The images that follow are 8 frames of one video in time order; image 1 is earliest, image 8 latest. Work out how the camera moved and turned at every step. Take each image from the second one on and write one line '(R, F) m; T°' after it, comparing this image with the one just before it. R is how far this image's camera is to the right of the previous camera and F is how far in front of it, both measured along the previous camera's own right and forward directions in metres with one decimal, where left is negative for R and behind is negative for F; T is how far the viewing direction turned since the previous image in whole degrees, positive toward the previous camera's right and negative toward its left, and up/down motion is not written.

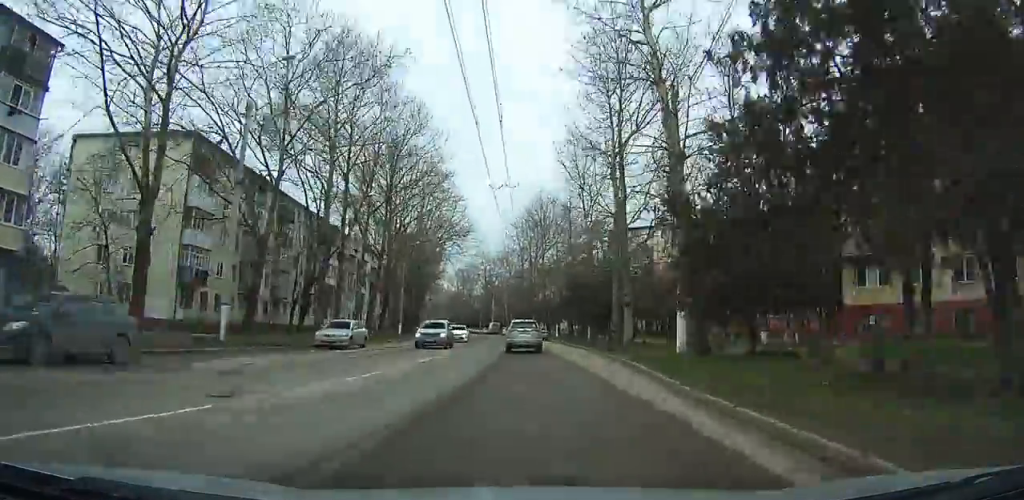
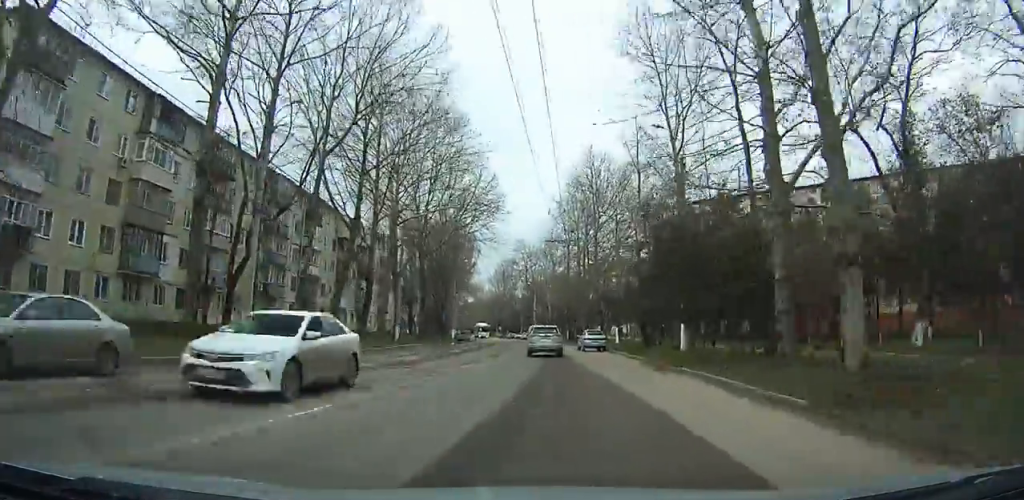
(-0.6, +22.3) m; -3°
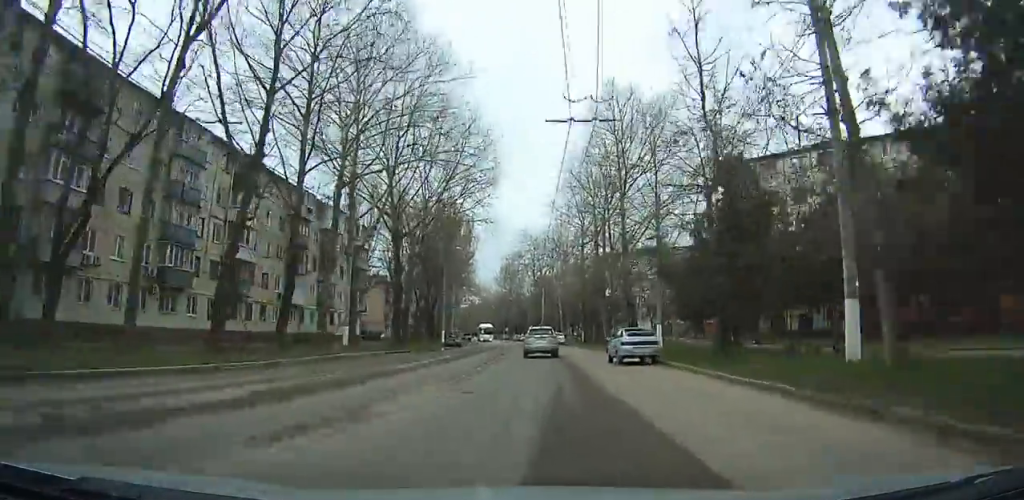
(-0.2, +16.2) m; -1°
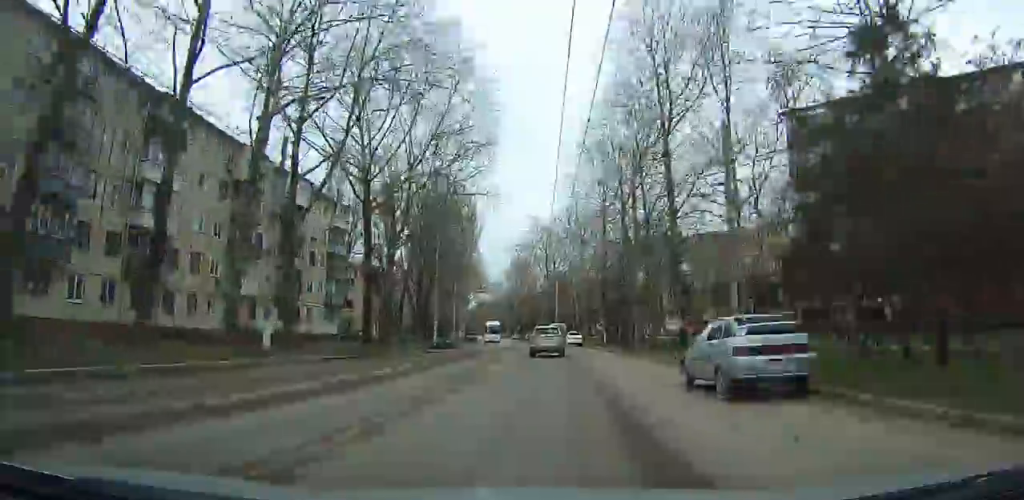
(-0.2, +12.6) m; -1°
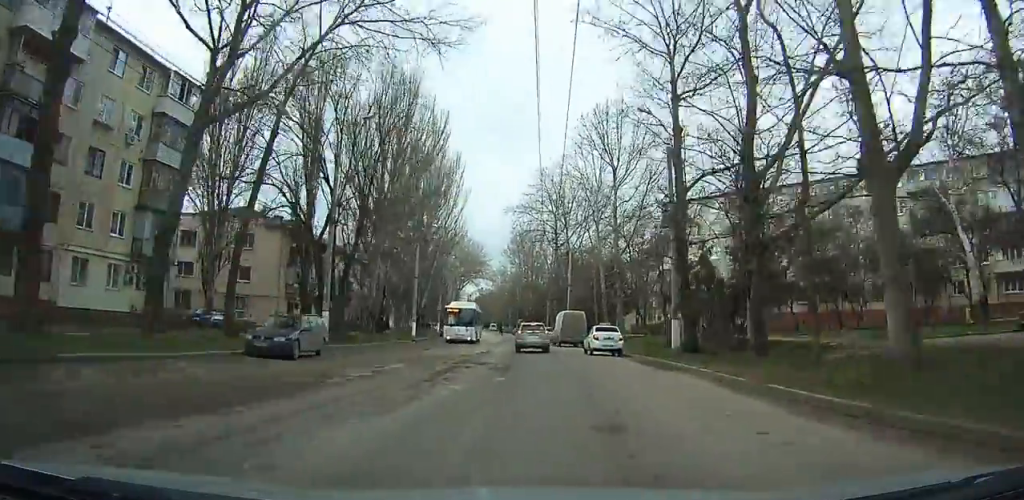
(-0.6, +31.0) m; -3°
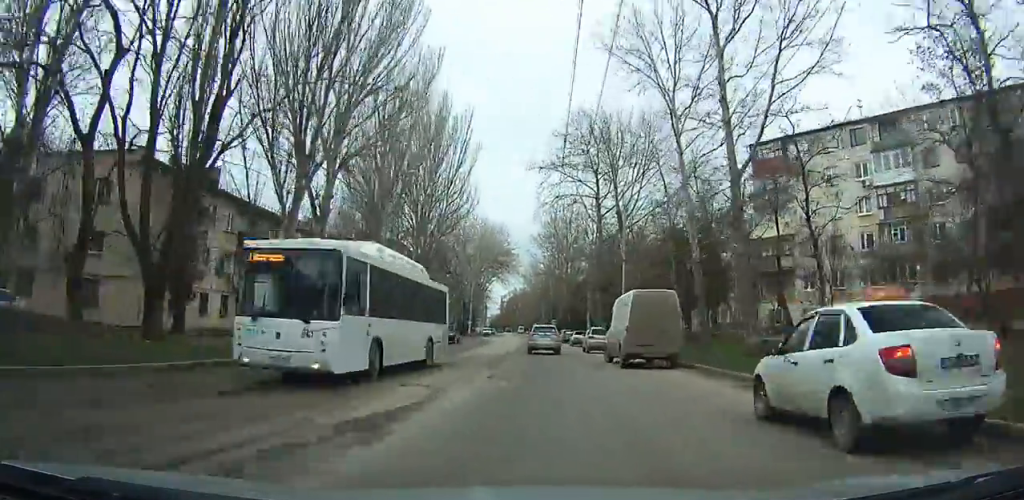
(-0.7, +23.2) m; -3°
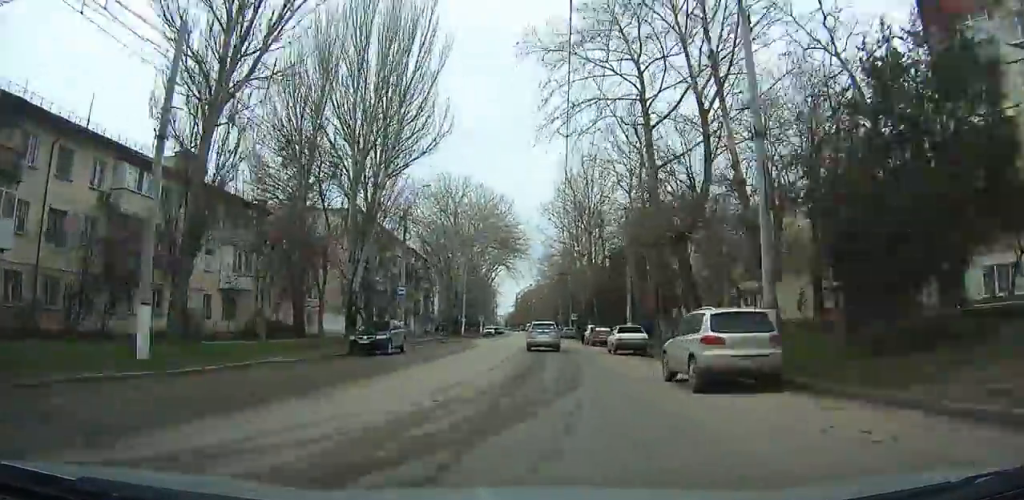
(-0.6, +24.2) m; -3°
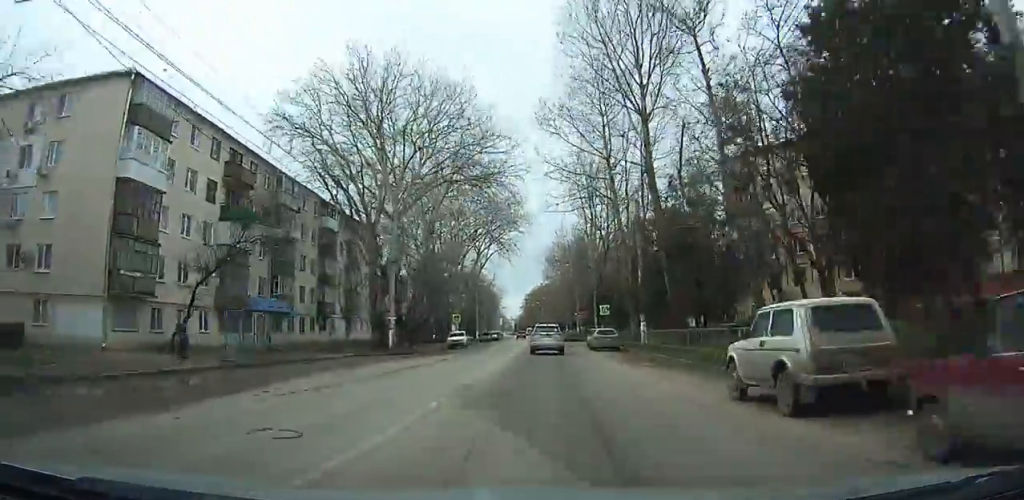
(-1.8, +36.4) m; -1°
